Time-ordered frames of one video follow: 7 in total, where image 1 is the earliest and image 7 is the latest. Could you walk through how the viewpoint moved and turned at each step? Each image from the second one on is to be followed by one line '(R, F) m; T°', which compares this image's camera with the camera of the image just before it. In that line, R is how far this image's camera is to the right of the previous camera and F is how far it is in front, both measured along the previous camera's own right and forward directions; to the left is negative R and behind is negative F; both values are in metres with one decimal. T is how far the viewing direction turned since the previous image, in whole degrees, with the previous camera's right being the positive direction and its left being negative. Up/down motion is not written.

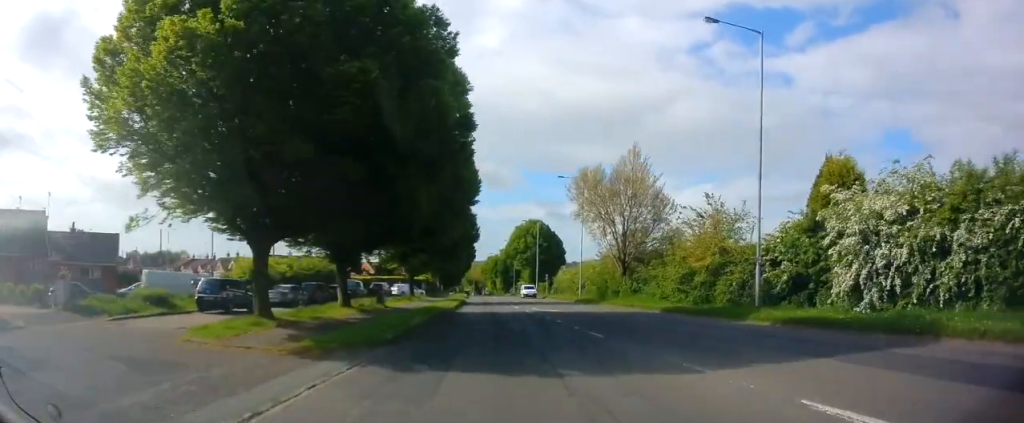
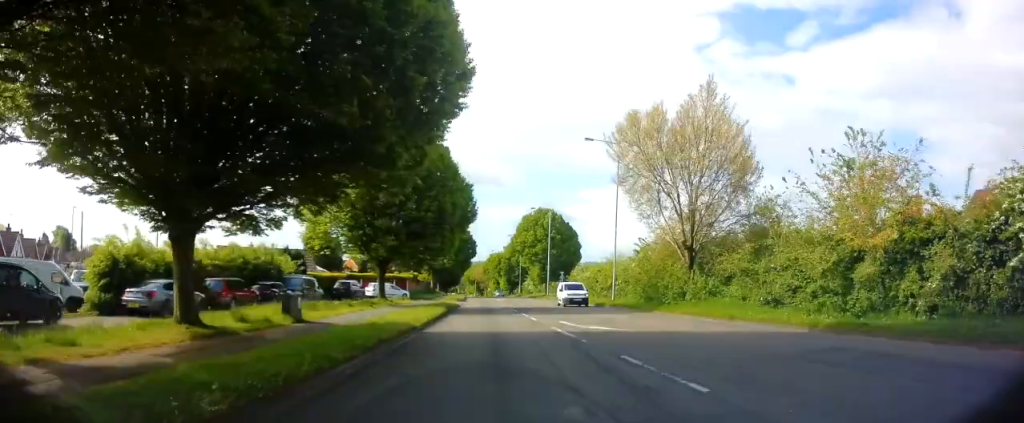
(-0.1, +14.6) m; -1°
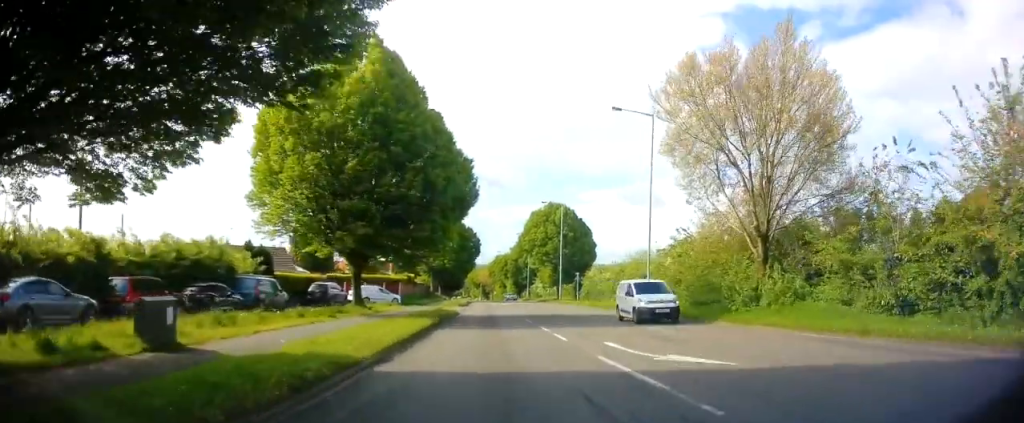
(0.0, +8.0) m; -1°
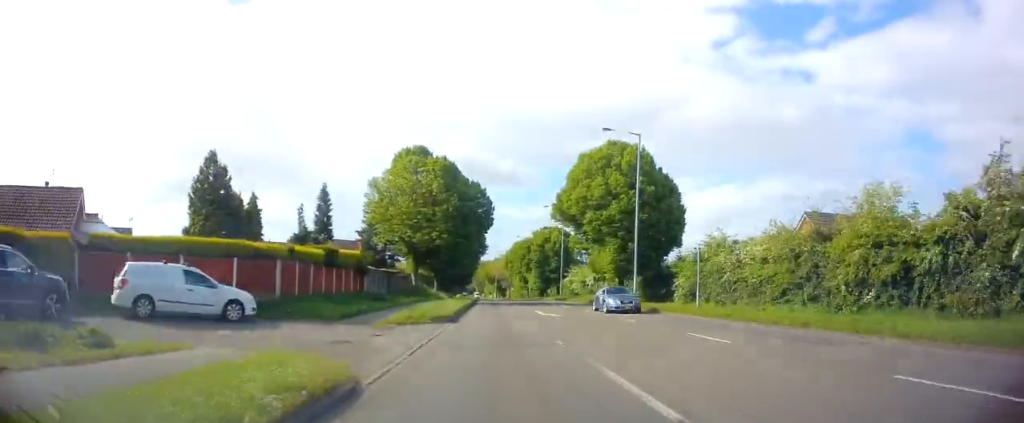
(-0.4, +30.8) m; -1°
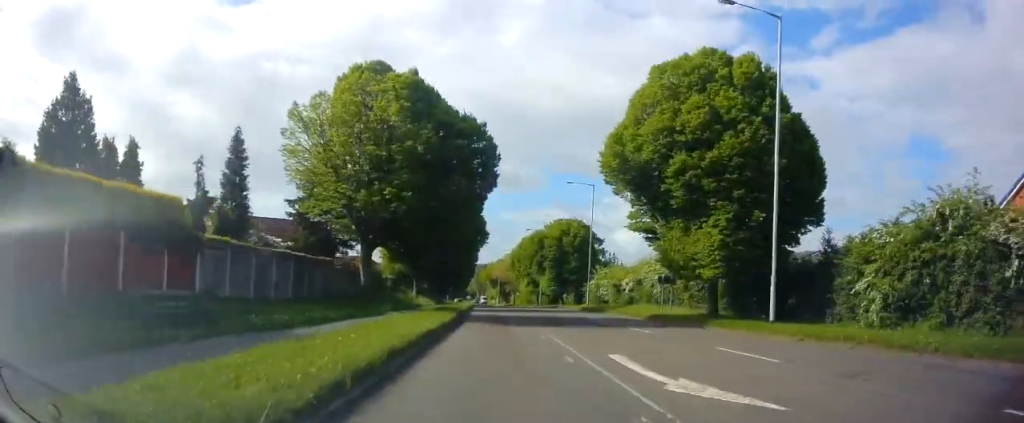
(-0.3, +20.2) m; -1°
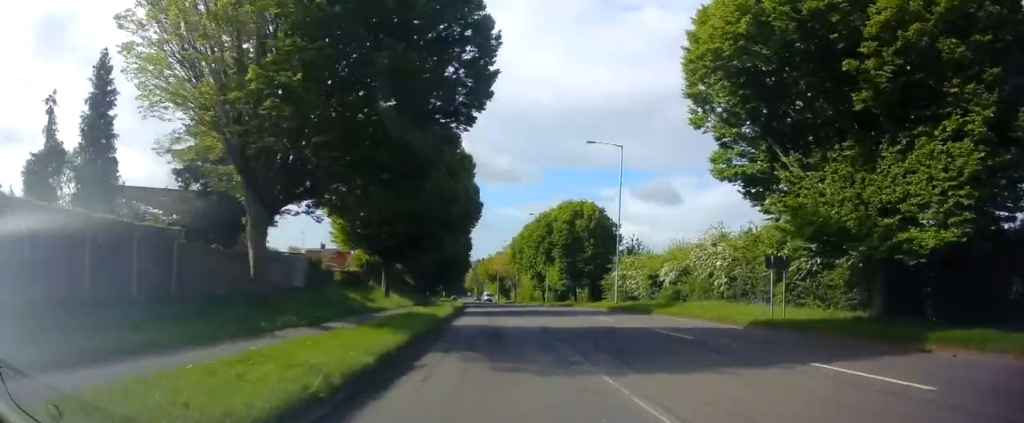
(+0.2, +13.9) m; +1°
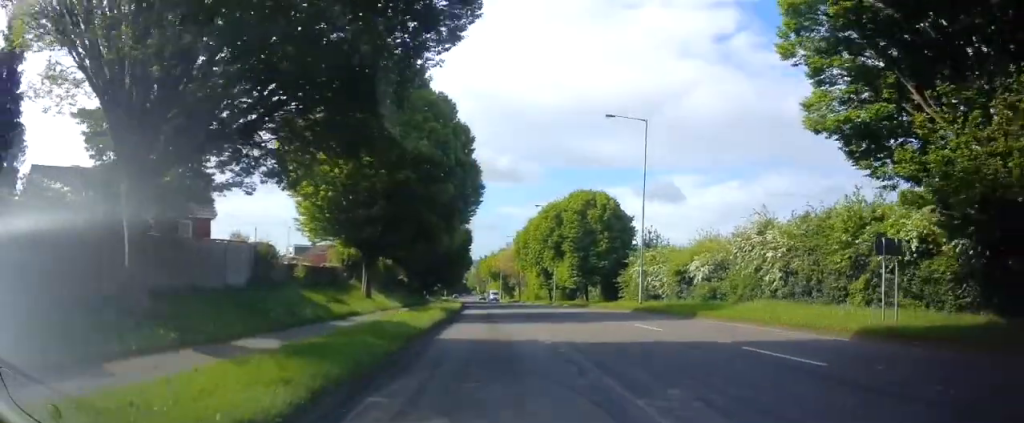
(0.0, +6.2) m; 0°
